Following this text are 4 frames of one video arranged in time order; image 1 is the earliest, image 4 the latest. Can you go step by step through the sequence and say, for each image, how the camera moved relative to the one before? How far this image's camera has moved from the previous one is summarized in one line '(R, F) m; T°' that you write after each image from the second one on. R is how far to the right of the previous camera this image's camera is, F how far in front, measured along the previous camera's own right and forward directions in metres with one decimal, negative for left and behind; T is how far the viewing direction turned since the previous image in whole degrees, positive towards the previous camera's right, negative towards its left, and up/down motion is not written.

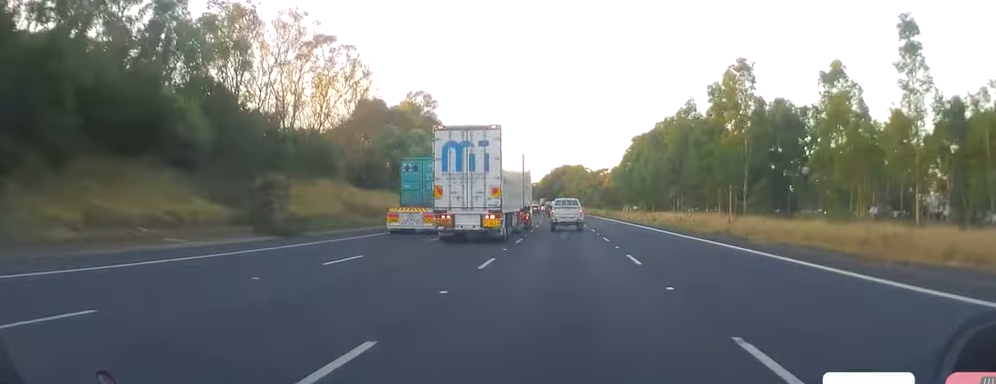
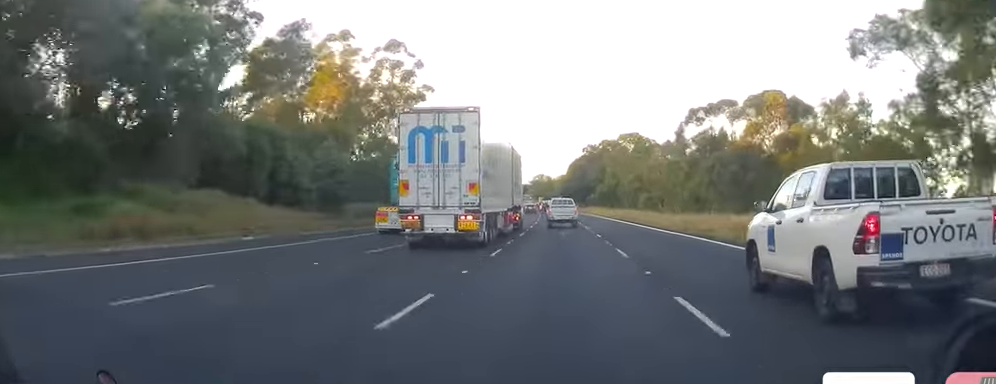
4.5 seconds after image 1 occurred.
(-3.8, +128.4) m; -3°
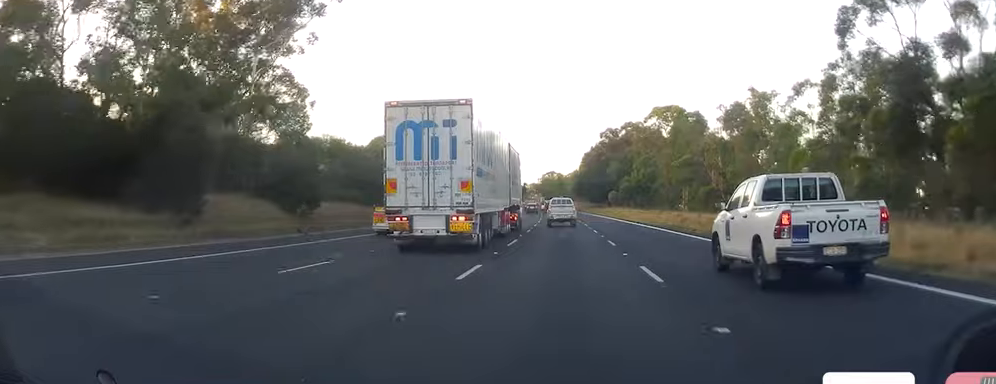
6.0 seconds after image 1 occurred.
(0.0, +42.5) m; -1°
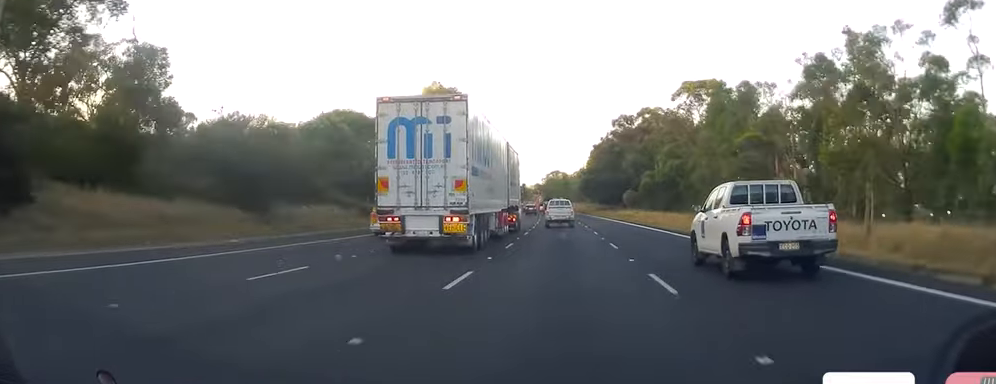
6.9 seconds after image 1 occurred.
(-0.4, +25.6) m; 0°
